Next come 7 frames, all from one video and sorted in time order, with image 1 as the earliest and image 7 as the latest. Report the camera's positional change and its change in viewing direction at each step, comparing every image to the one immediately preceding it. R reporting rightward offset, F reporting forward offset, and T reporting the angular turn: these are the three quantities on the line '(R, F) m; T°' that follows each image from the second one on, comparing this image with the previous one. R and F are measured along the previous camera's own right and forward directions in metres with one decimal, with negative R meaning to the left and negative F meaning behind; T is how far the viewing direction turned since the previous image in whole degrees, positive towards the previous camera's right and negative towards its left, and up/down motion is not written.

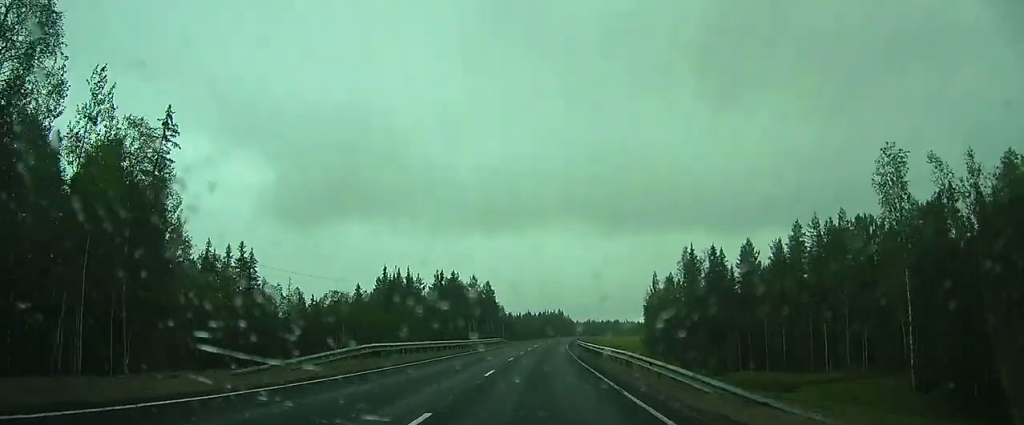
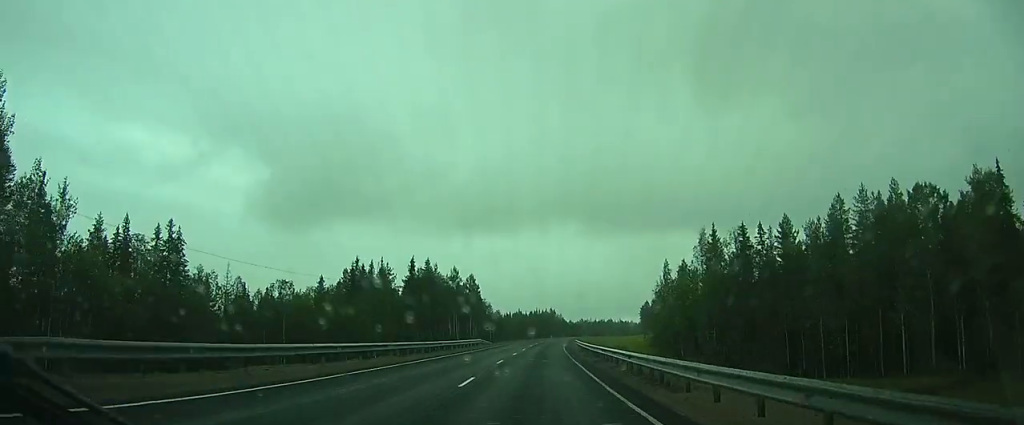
(0.0, +15.7) m; 0°
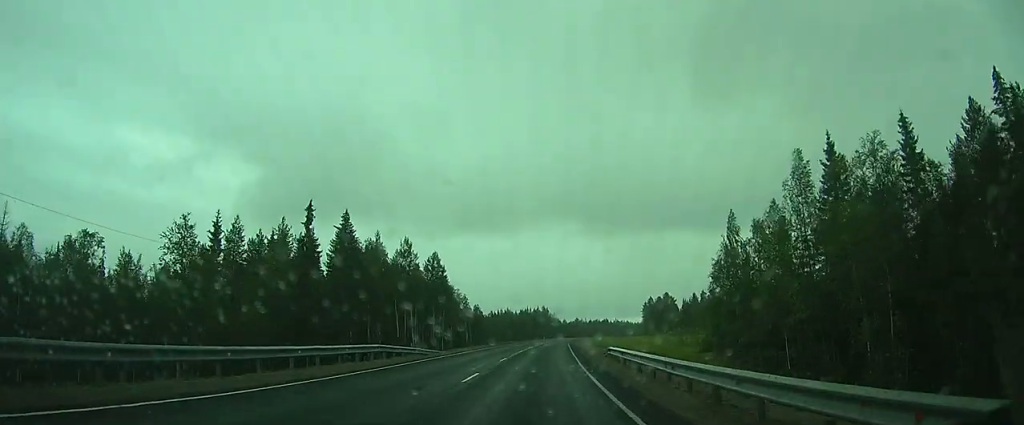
(+0.4, +33.2) m; +1°
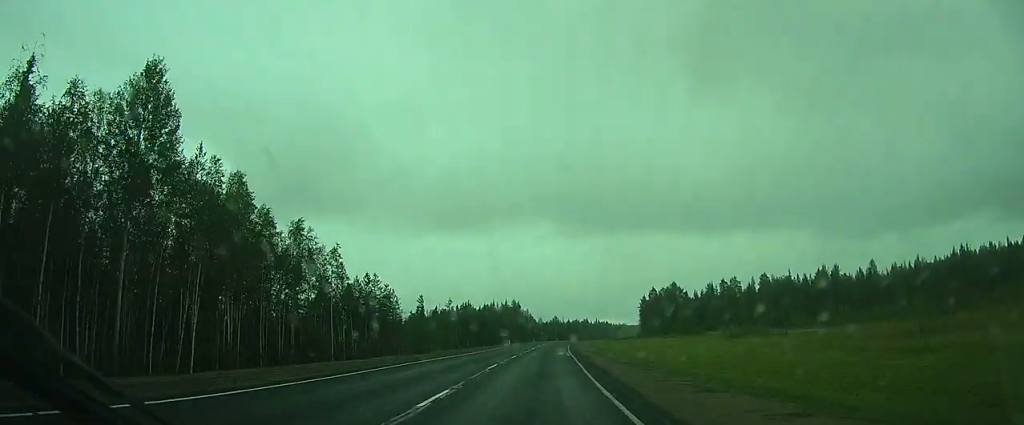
(+0.6, +63.5) m; +2°
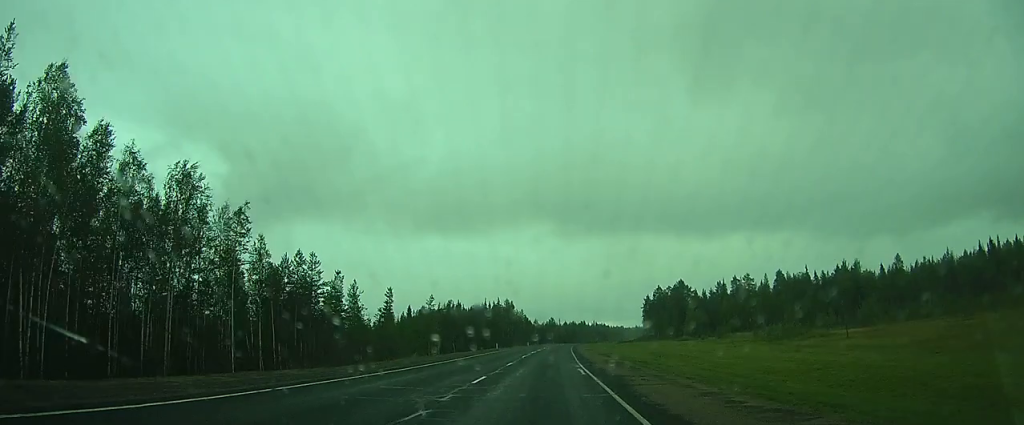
(+0.2, +17.0) m; +1°
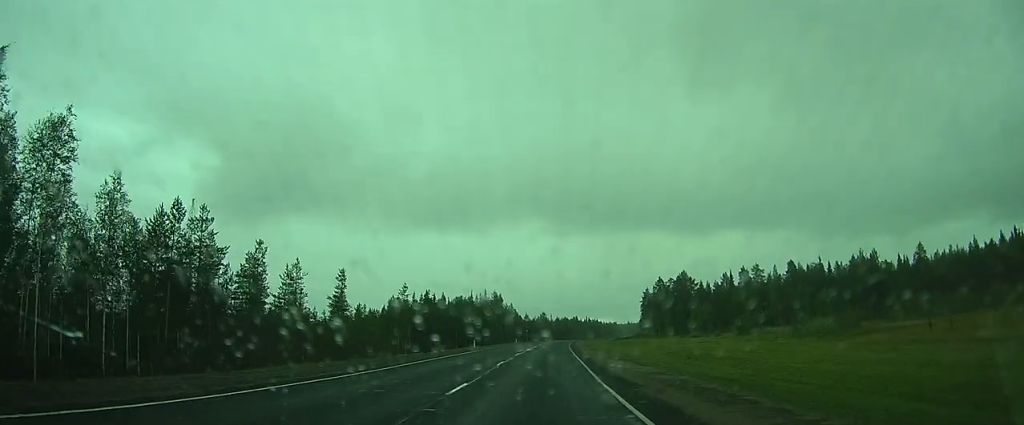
(0.0, +15.5) m; +1°
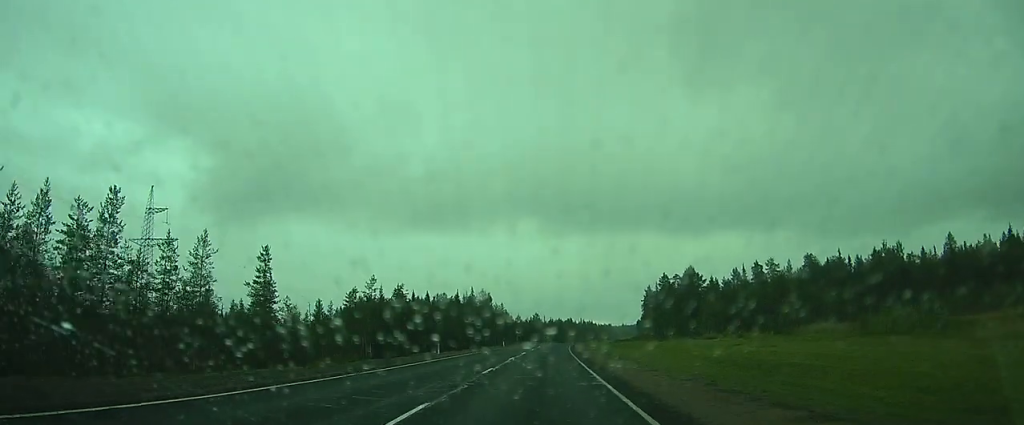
(+0.3, +16.1) m; +2°
